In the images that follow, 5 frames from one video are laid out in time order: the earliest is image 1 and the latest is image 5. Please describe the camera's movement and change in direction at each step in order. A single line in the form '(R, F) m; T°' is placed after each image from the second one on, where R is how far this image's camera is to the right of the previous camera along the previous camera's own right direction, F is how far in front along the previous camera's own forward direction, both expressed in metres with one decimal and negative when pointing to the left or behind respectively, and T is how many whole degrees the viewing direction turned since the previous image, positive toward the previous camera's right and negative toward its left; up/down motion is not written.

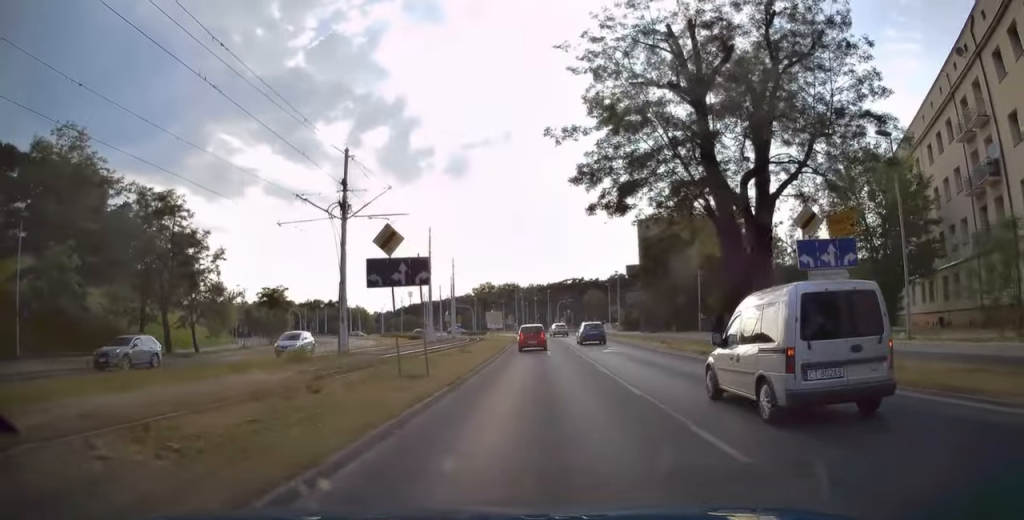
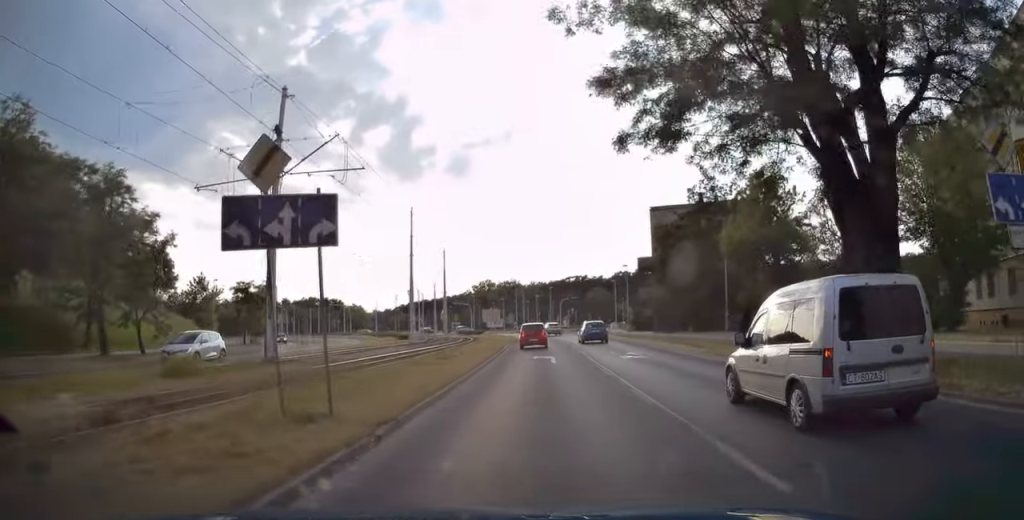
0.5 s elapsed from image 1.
(0.0, +8.0) m; 0°
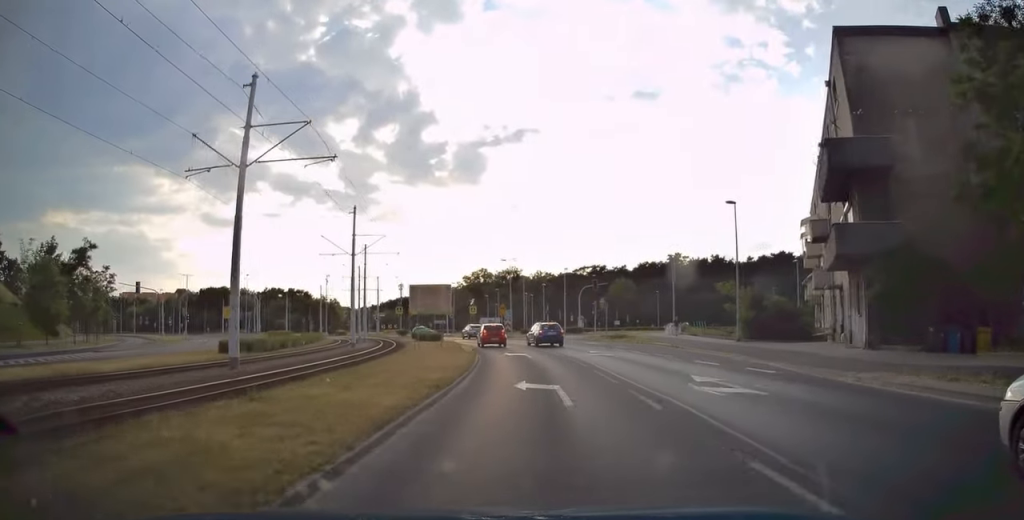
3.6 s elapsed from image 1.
(-0.4, +43.2) m; -1°
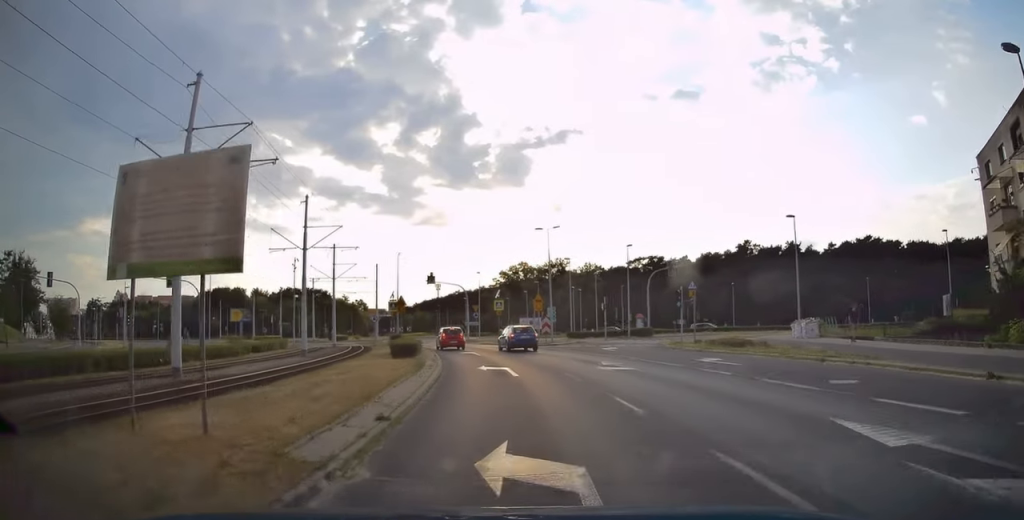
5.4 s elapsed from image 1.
(-1.0, +22.4) m; -6°
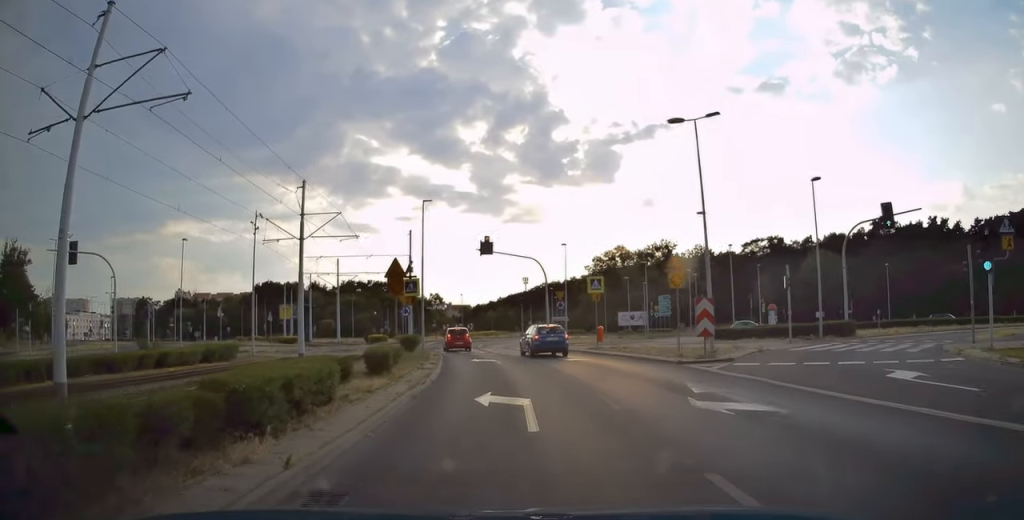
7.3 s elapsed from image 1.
(-1.5, +22.3) m; -8°
